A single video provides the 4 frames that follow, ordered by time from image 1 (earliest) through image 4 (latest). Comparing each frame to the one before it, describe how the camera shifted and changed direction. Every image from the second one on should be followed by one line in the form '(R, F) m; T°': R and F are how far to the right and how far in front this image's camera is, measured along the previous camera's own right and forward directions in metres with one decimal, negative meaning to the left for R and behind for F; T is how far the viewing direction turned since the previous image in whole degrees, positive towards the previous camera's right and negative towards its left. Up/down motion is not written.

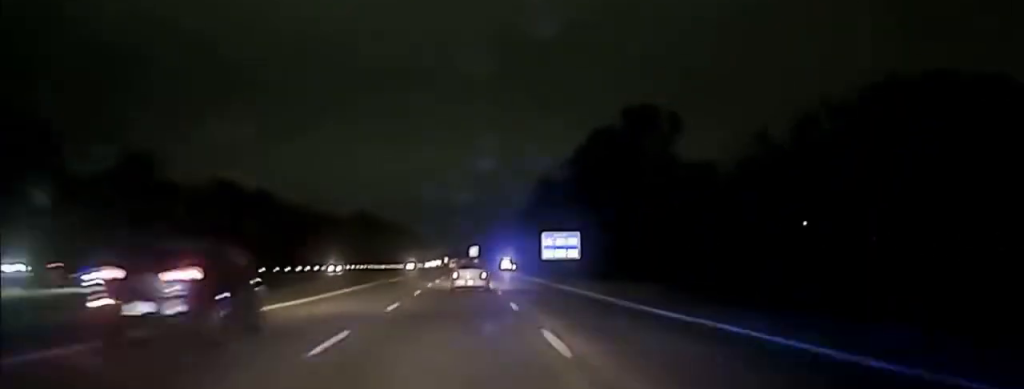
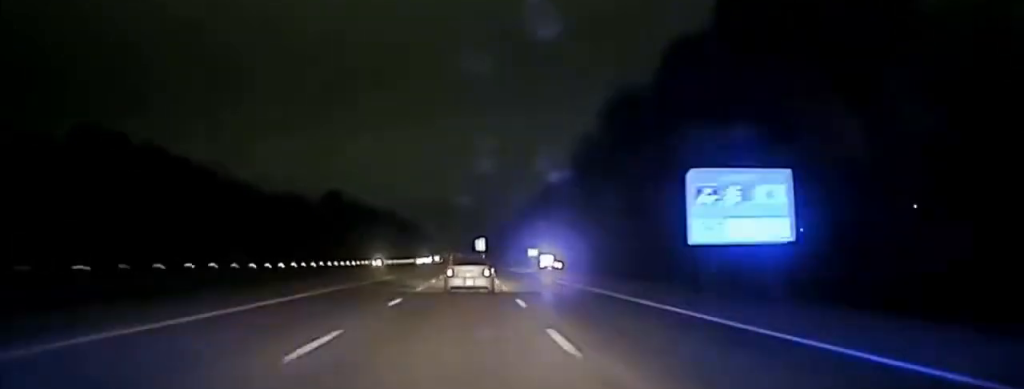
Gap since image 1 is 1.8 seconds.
(-0.7, +95.0) m; -1°
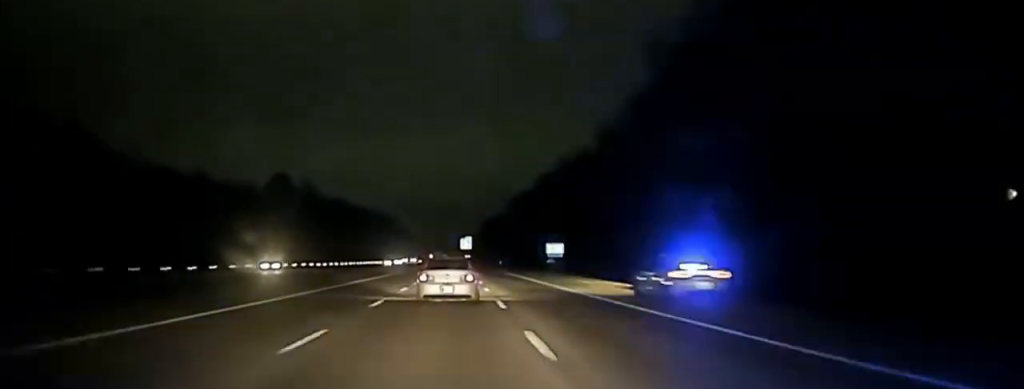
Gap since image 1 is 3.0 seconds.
(+0.1, +64.9) m; 0°
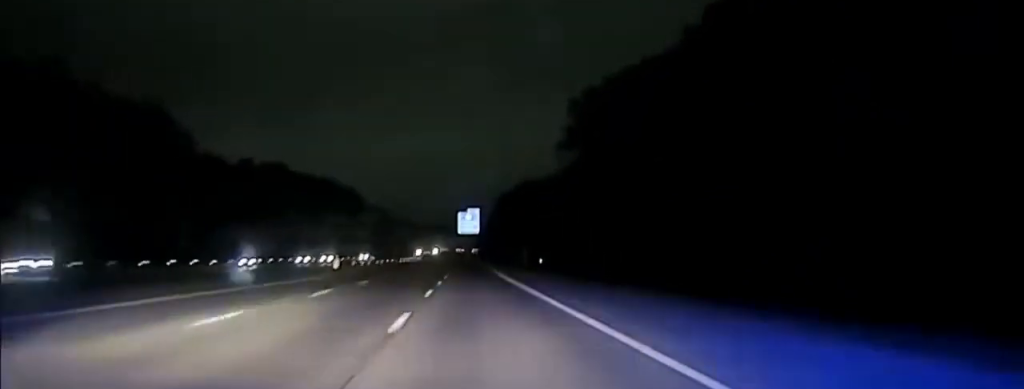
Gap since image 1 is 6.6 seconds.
(+0.5, +171.0) m; 0°
